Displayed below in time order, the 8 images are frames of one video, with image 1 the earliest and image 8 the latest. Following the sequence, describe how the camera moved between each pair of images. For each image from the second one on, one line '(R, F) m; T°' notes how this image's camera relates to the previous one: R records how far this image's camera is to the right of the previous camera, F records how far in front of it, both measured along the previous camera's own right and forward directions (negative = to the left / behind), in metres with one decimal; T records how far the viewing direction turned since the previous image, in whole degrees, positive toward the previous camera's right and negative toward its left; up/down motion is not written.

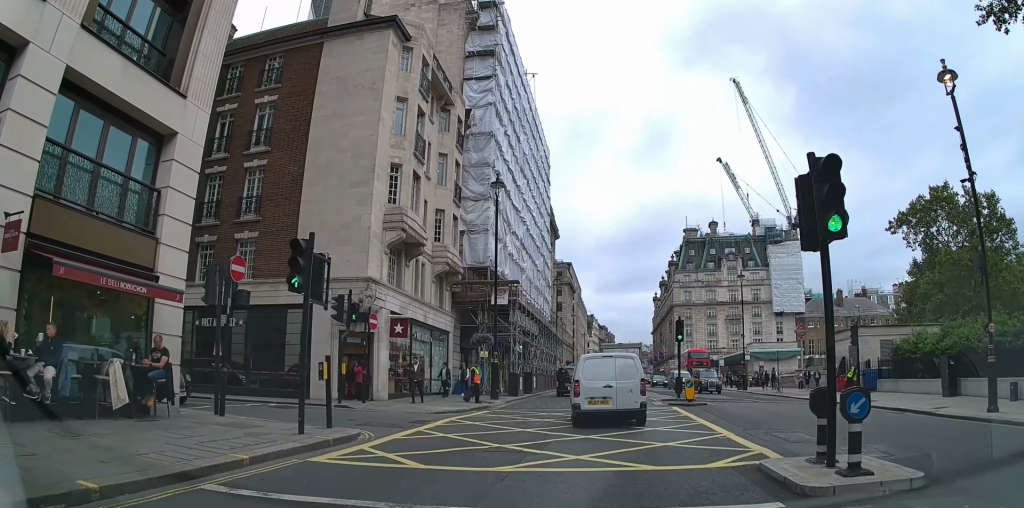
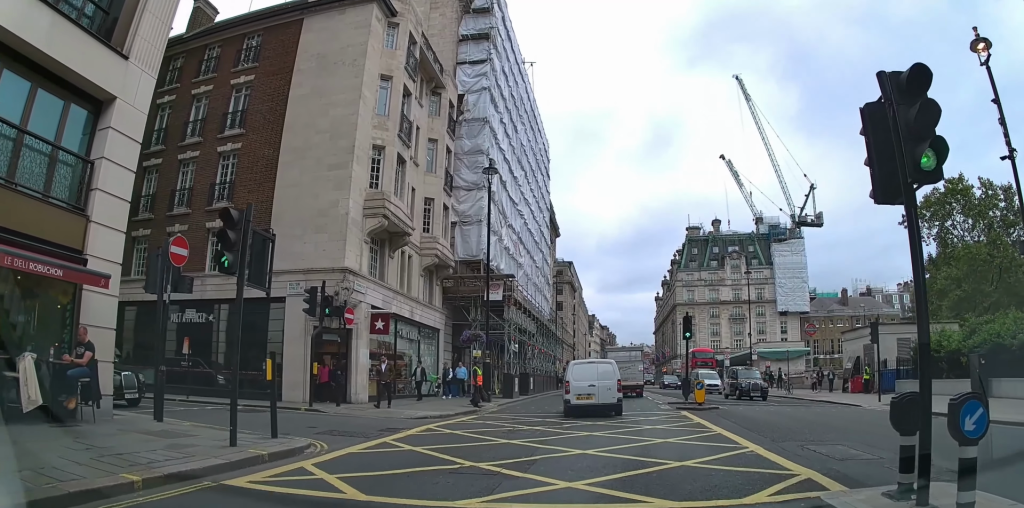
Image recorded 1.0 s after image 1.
(-0.4, +2.6) m; -5°
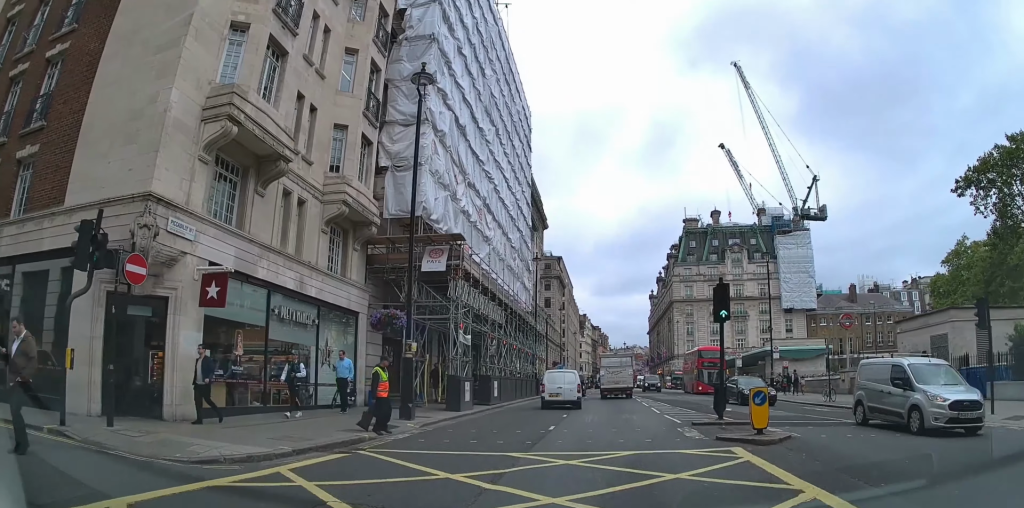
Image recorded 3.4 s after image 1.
(+1.1, +10.0) m; +6°
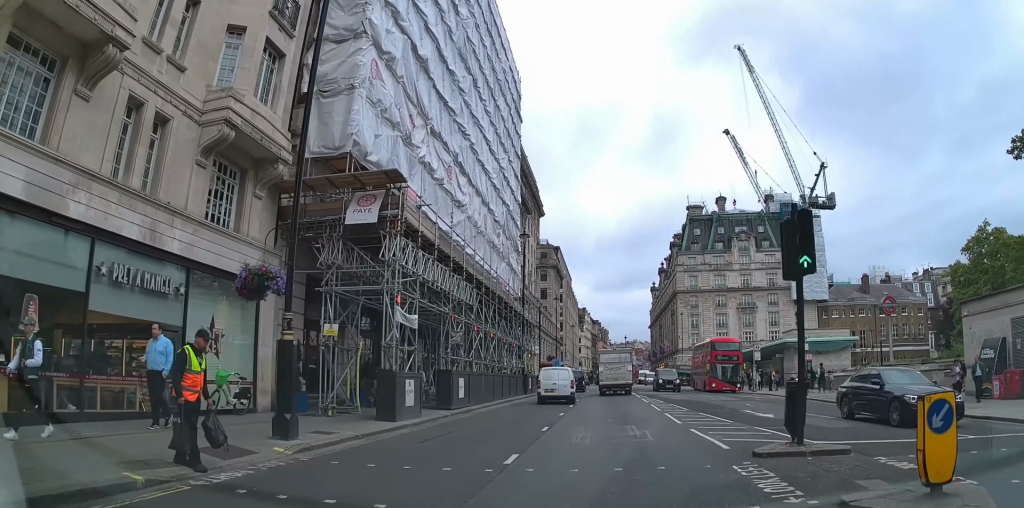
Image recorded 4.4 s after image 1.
(-0.2, +6.7) m; -2°
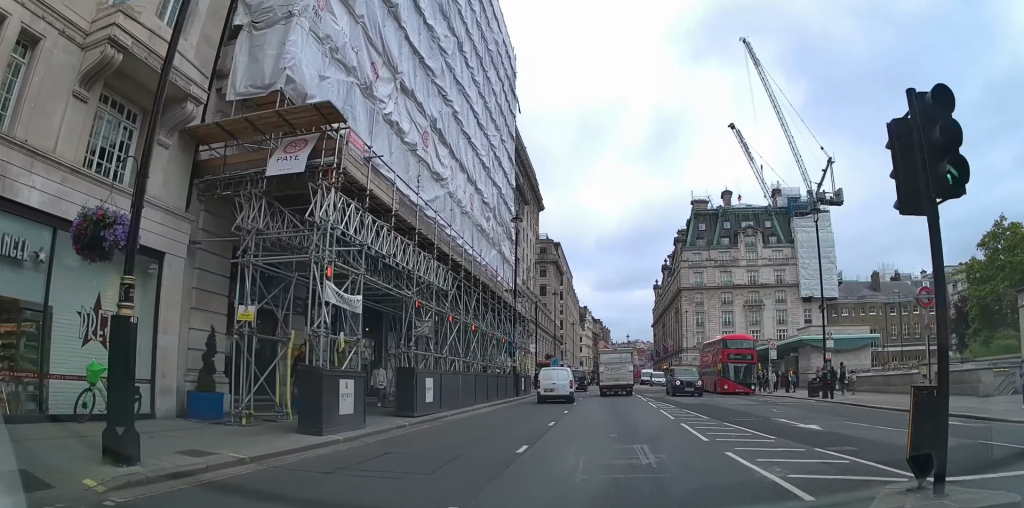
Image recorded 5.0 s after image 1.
(0.0, +4.2) m; 0°
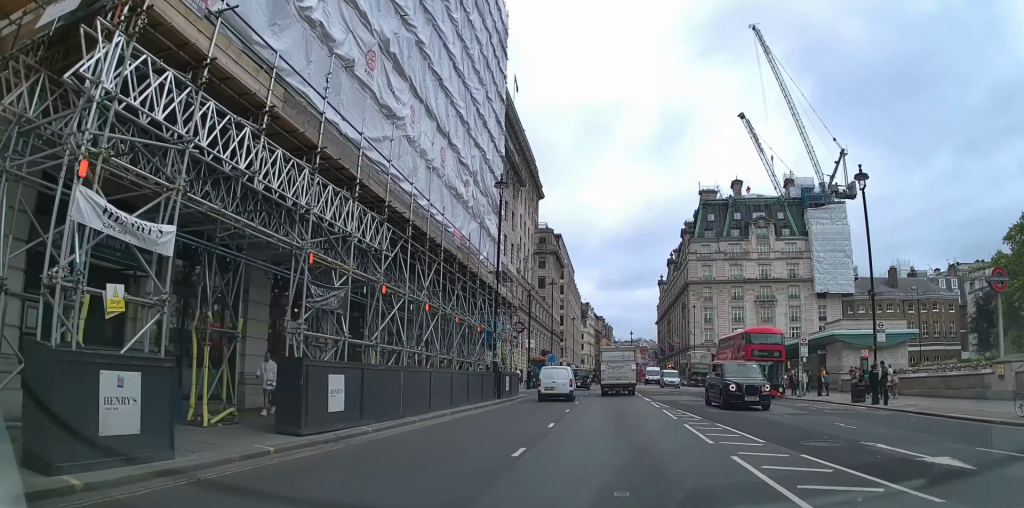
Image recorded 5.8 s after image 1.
(0.0, +6.8) m; +1°
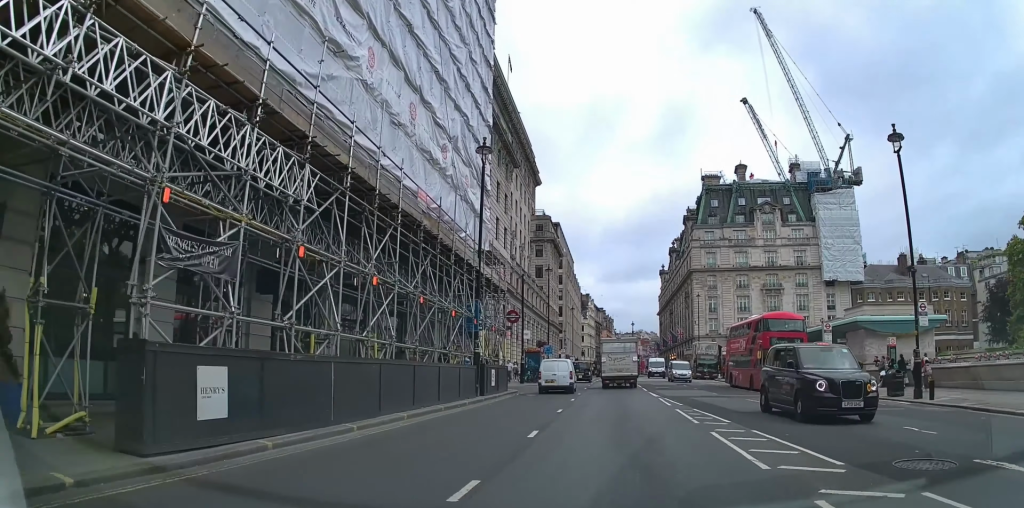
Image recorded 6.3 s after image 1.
(+0.1, +4.3) m; +2°
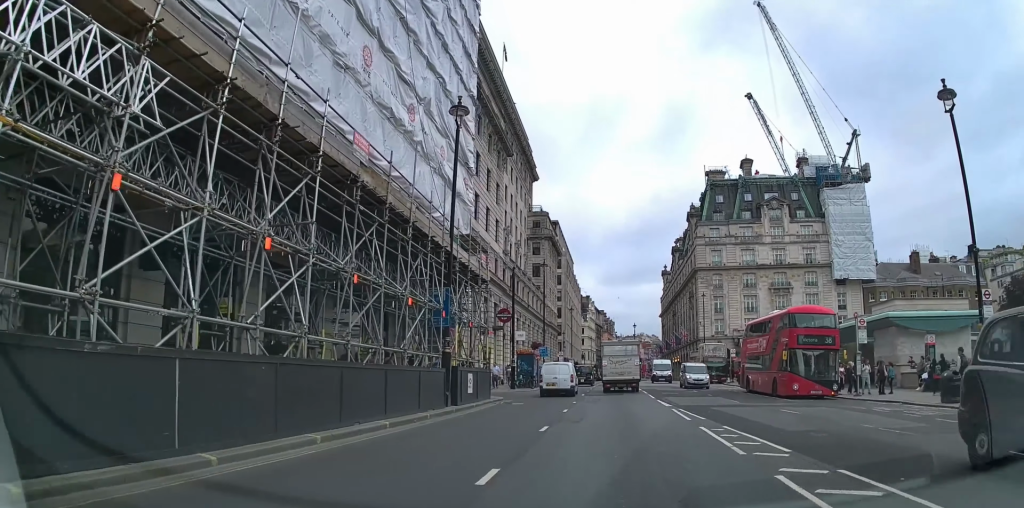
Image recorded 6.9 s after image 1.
(0.0, +4.9) m; +1°
